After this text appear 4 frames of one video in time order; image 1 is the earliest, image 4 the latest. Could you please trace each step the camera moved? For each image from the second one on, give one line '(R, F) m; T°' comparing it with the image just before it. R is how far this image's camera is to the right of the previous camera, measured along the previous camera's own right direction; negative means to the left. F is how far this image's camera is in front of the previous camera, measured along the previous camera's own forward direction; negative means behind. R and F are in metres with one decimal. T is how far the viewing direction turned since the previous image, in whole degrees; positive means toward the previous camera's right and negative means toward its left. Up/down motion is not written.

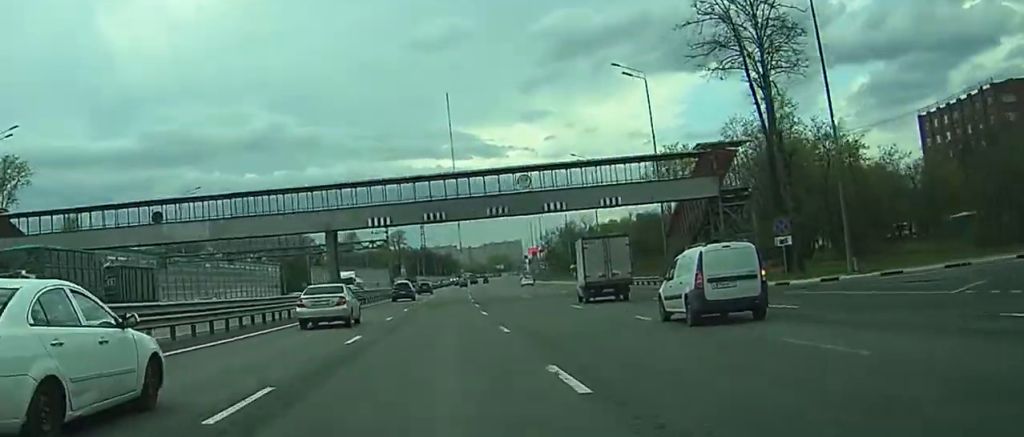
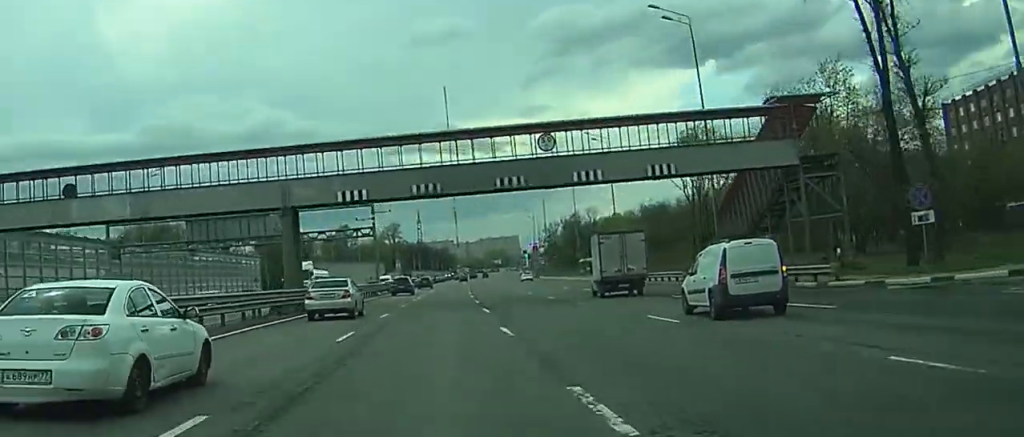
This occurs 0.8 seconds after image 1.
(0.0, +14.8) m; +1°
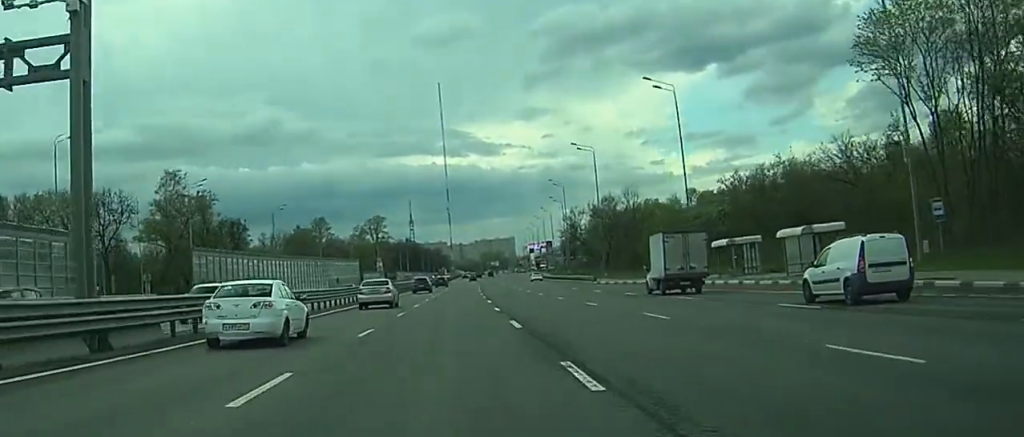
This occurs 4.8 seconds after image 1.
(+3.2, +66.7) m; +5°
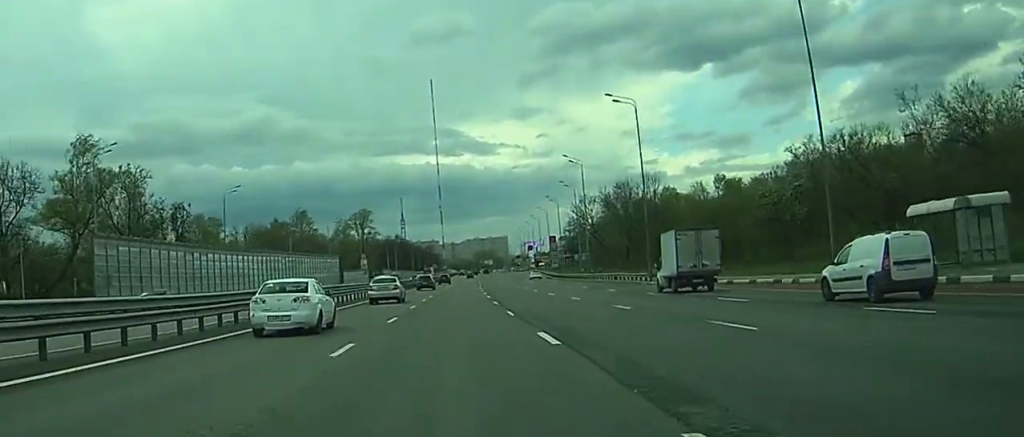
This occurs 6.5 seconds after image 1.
(+0.5, +29.0) m; +1°
